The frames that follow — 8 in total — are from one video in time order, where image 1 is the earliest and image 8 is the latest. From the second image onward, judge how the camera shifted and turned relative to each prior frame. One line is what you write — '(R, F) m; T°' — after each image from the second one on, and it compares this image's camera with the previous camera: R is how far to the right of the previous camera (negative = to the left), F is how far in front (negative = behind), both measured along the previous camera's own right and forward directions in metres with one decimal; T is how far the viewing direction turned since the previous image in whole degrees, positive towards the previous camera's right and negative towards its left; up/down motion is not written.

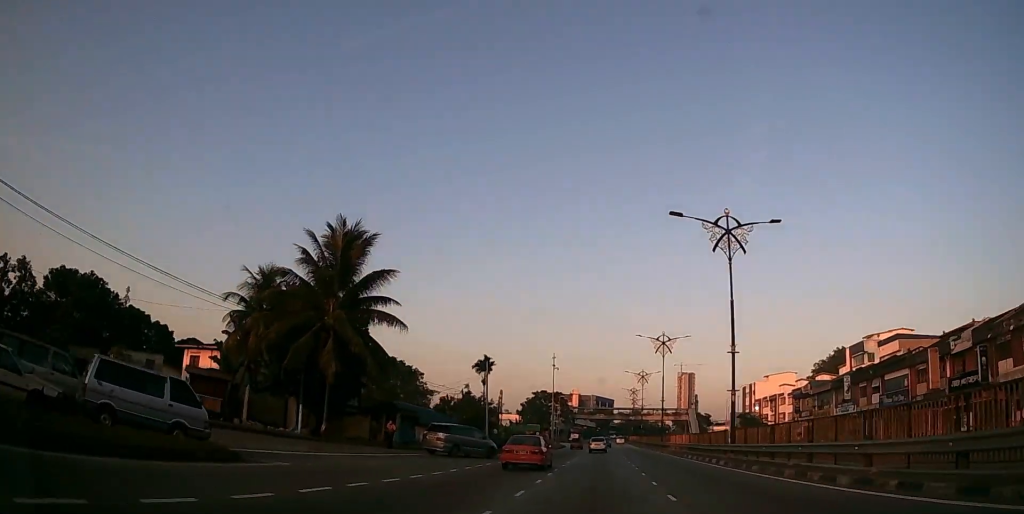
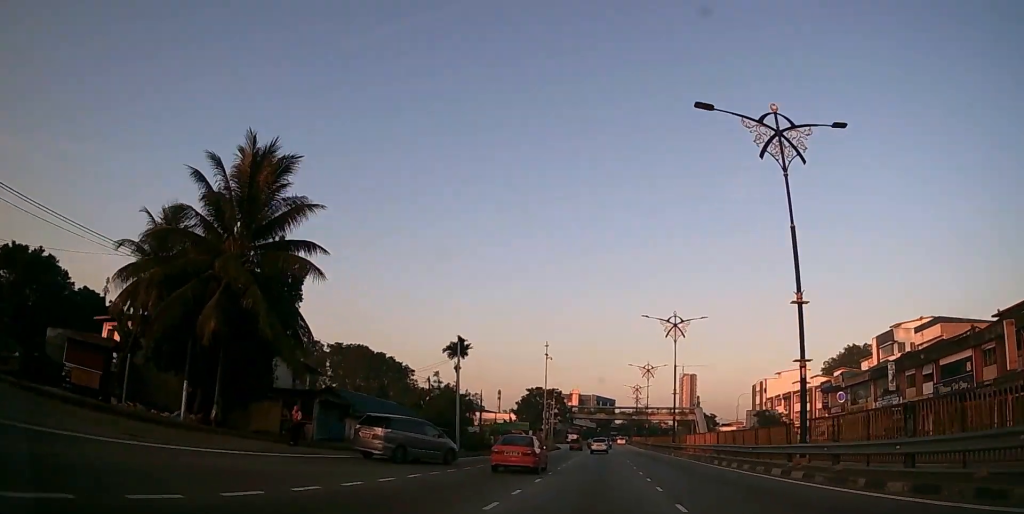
(0.0, +10.7) m; 0°
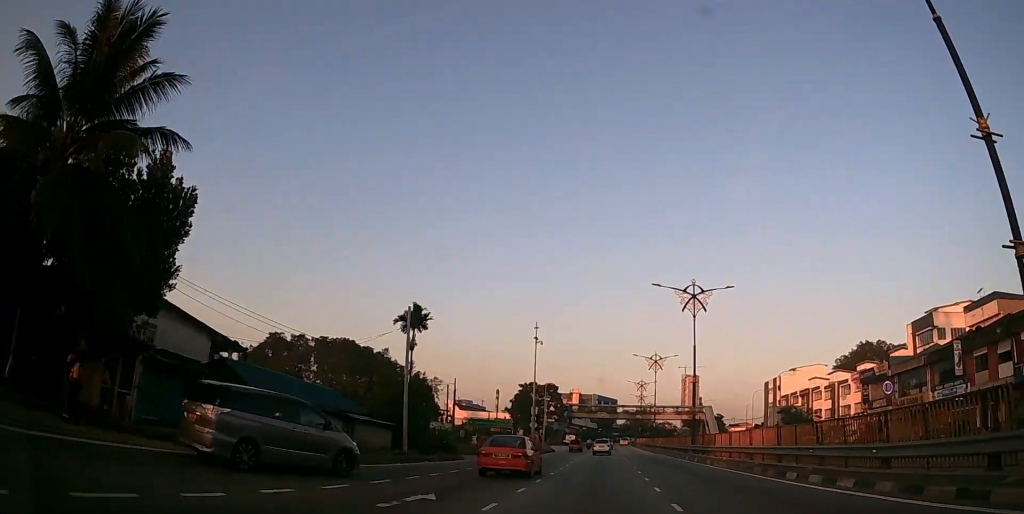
(0.0, +11.2) m; 0°
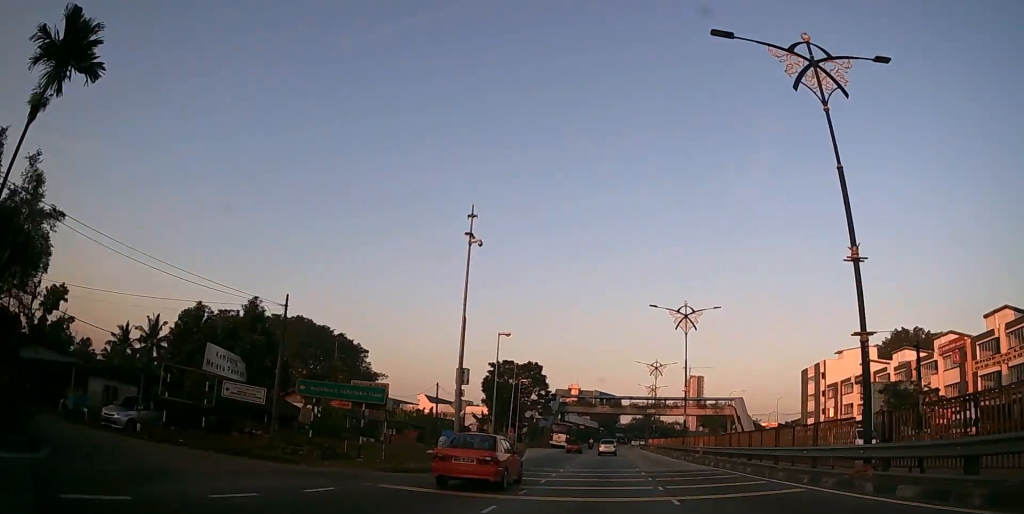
(-0.1, +27.5) m; 0°
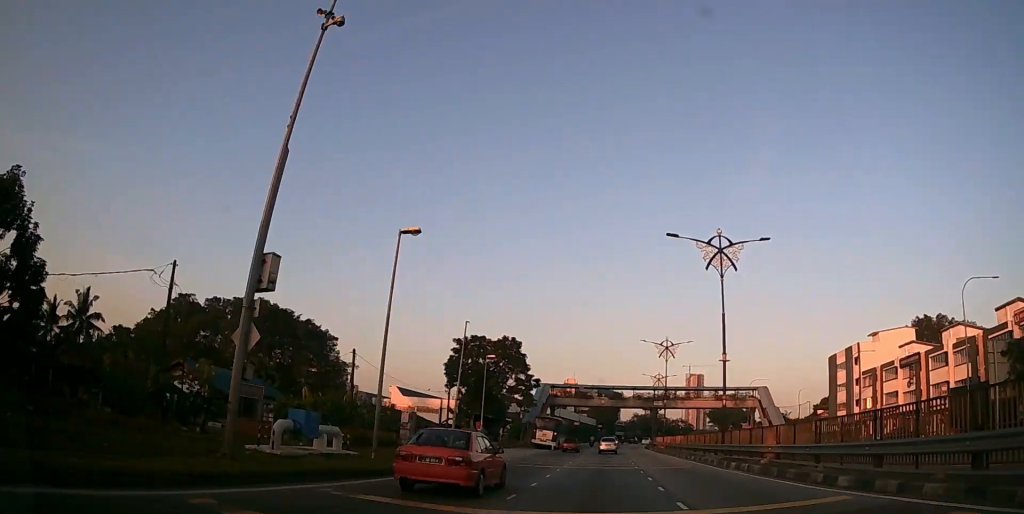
(0.0, +16.2) m; 0°
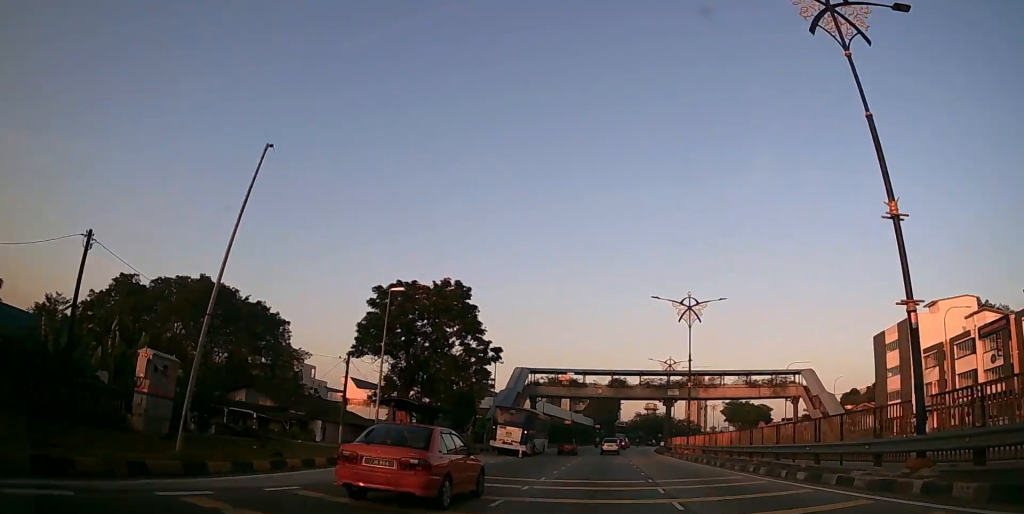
(0.0, +20.2) m; 0°
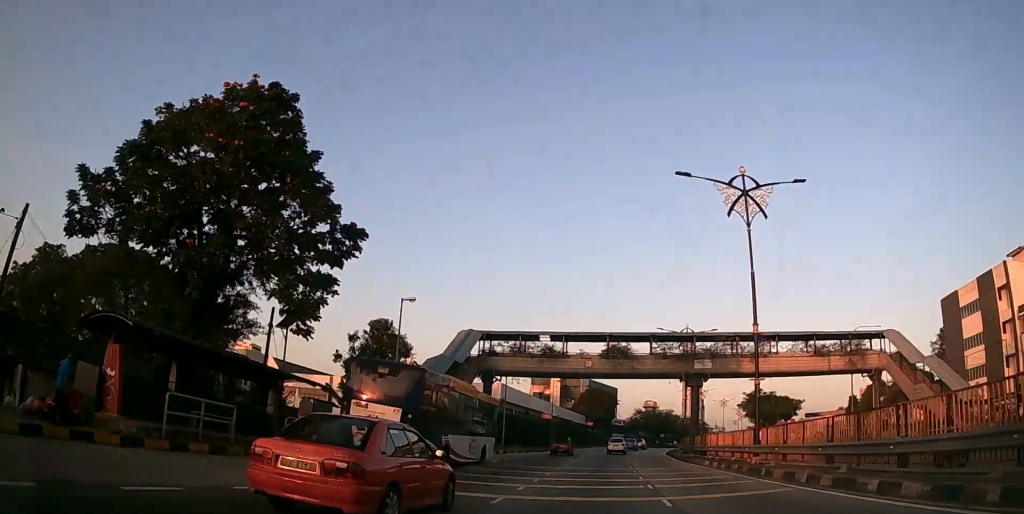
(0.0, +21.5) m; 0°
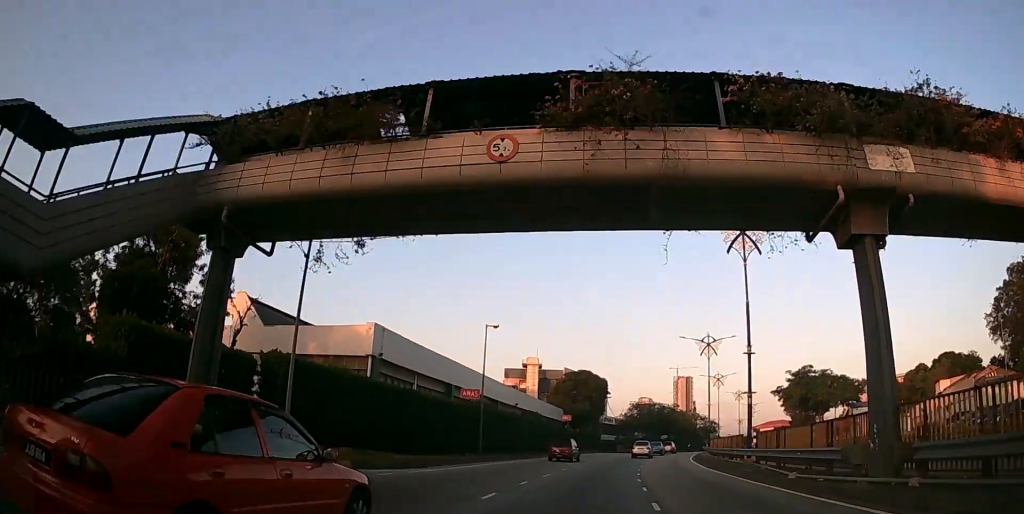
(+0.2, +28.8) m; +1°
